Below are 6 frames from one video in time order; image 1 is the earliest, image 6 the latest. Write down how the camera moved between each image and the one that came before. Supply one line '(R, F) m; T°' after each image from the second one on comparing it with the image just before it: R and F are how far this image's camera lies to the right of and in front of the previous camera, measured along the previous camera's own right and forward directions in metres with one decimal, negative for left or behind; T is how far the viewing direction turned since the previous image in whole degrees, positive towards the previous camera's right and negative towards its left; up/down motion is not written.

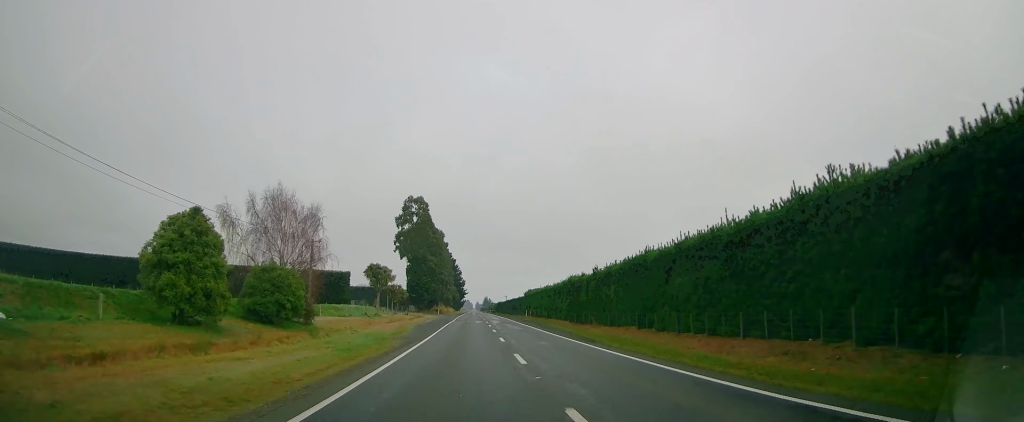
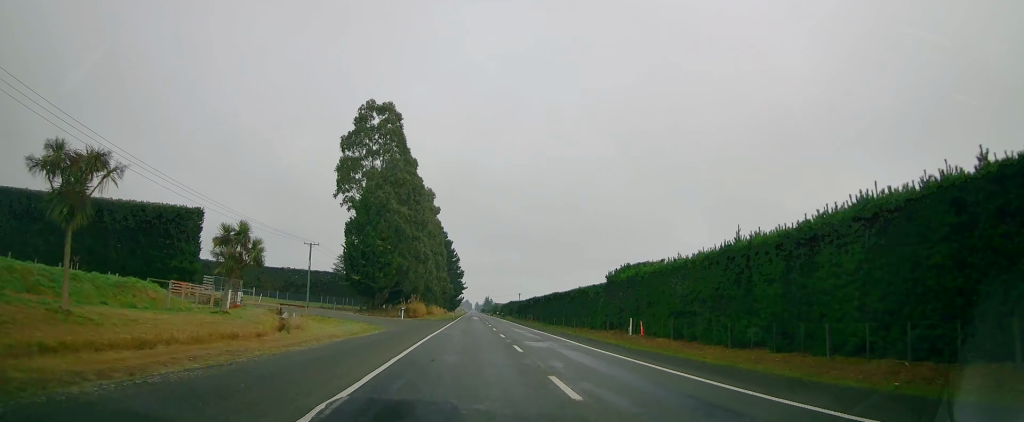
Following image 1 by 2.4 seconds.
(-0.1, +65.4) m; -1°
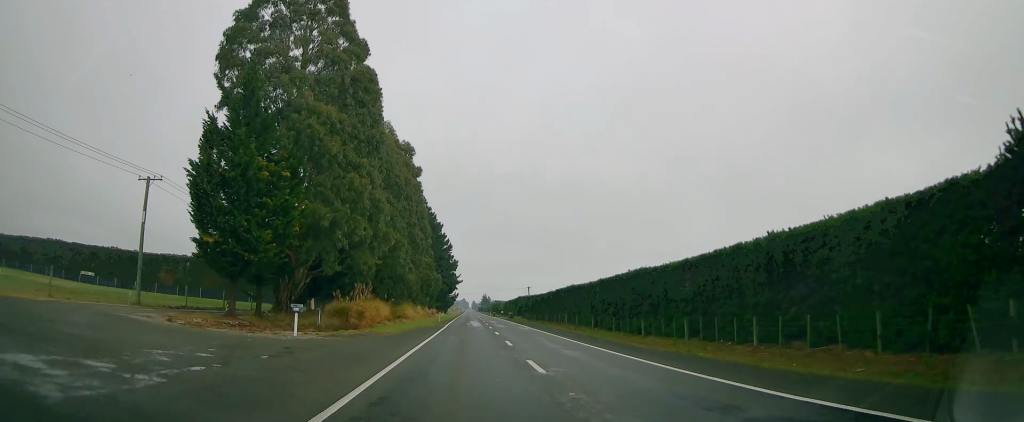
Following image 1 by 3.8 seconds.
(-0.1, +36.0) m; +1°
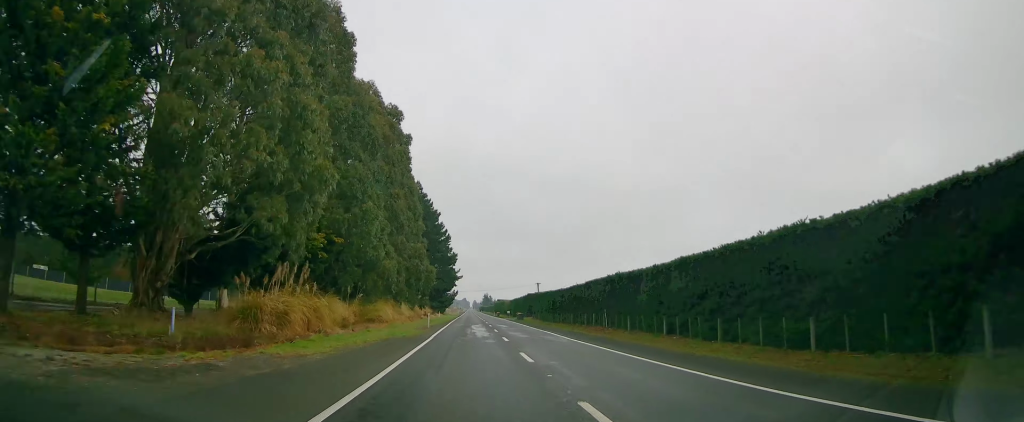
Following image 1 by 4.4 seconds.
(+0.3, +17.2) m; 0°
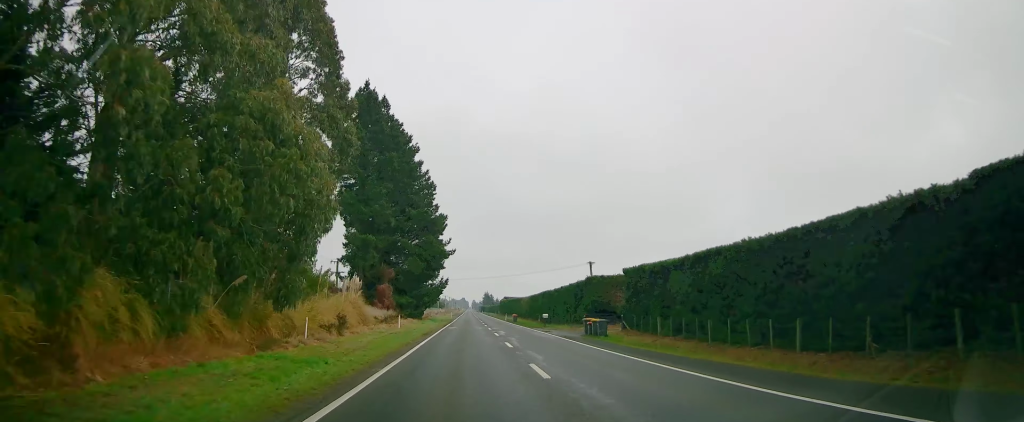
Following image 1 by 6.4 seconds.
(+0.3, +54.0) m; +1°
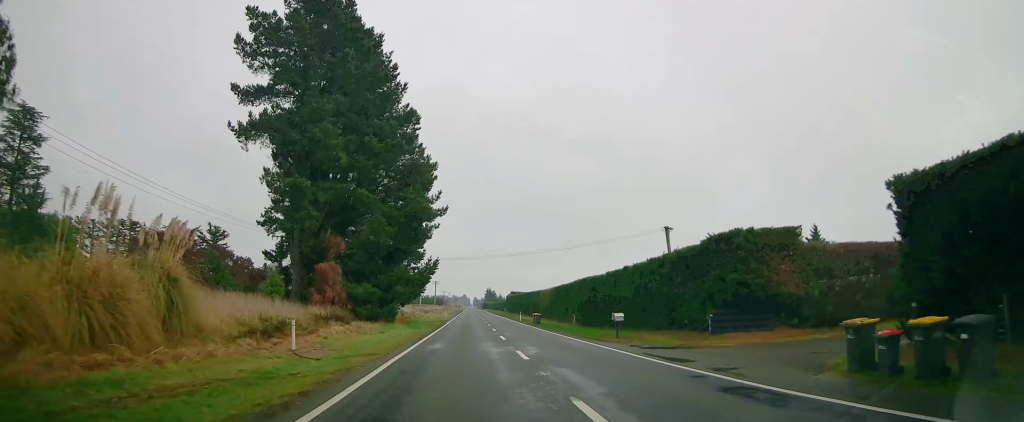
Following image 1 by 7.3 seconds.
(+0.1, +26.6) m; 0°
